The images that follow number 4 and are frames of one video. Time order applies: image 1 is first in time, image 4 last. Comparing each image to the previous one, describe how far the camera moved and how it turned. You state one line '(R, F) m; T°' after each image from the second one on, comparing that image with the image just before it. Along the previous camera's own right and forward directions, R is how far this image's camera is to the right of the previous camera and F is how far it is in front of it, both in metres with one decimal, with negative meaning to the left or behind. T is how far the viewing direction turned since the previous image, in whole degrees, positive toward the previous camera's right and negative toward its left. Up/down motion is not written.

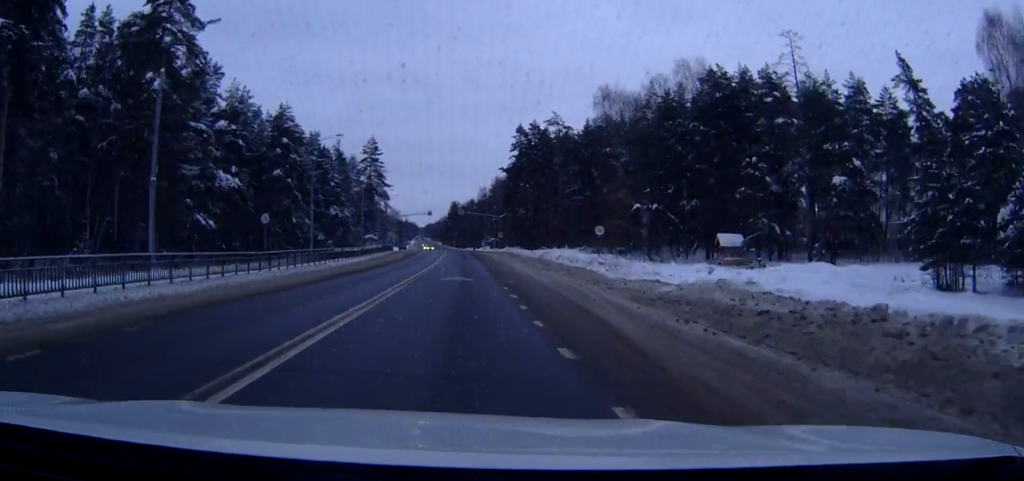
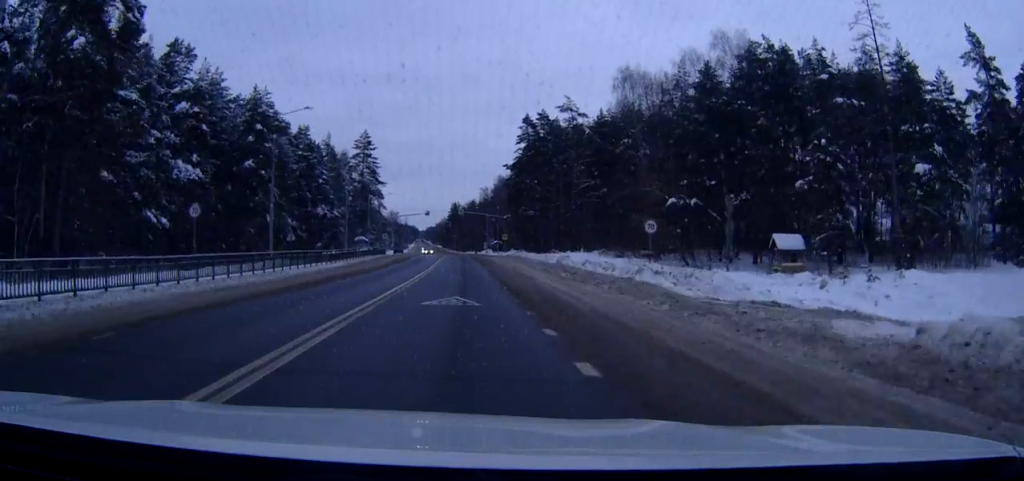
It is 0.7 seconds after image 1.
(0.0, +13.3) m; 0°
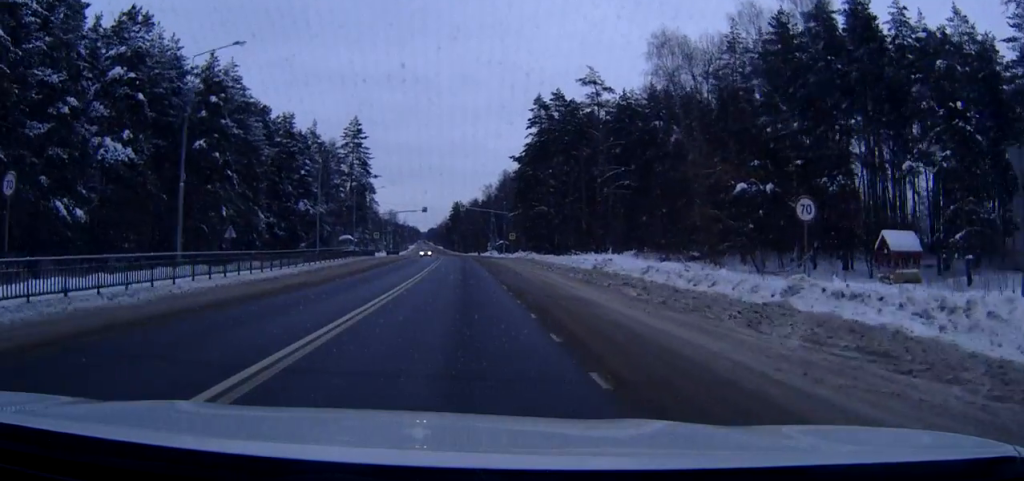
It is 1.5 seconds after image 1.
(0.0, +16.7) m; 0°
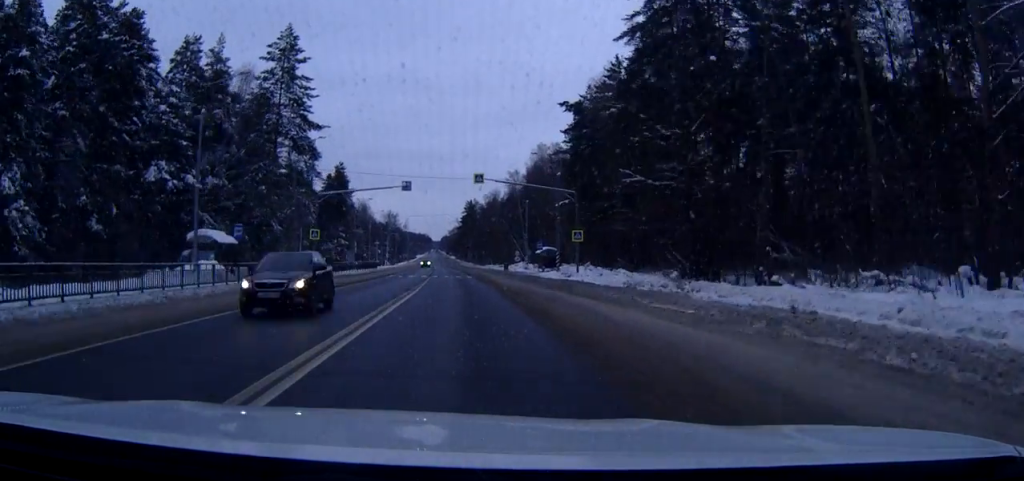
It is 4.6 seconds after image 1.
(-0.8, +61.7) m; -1°
